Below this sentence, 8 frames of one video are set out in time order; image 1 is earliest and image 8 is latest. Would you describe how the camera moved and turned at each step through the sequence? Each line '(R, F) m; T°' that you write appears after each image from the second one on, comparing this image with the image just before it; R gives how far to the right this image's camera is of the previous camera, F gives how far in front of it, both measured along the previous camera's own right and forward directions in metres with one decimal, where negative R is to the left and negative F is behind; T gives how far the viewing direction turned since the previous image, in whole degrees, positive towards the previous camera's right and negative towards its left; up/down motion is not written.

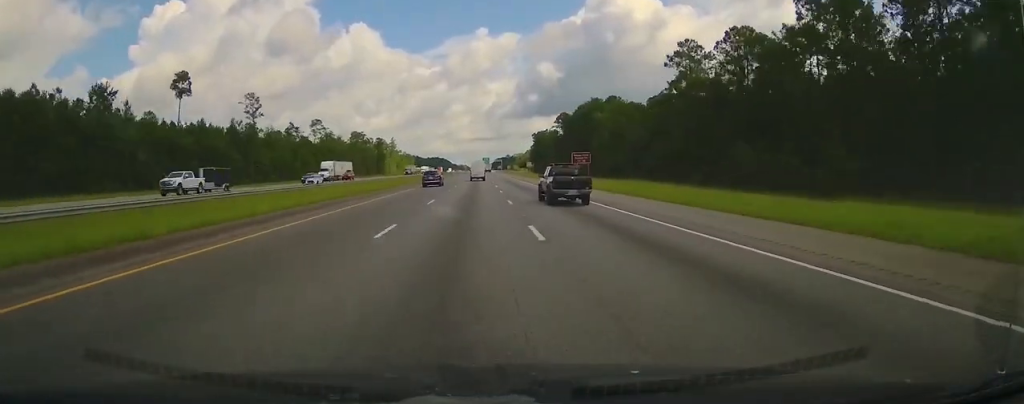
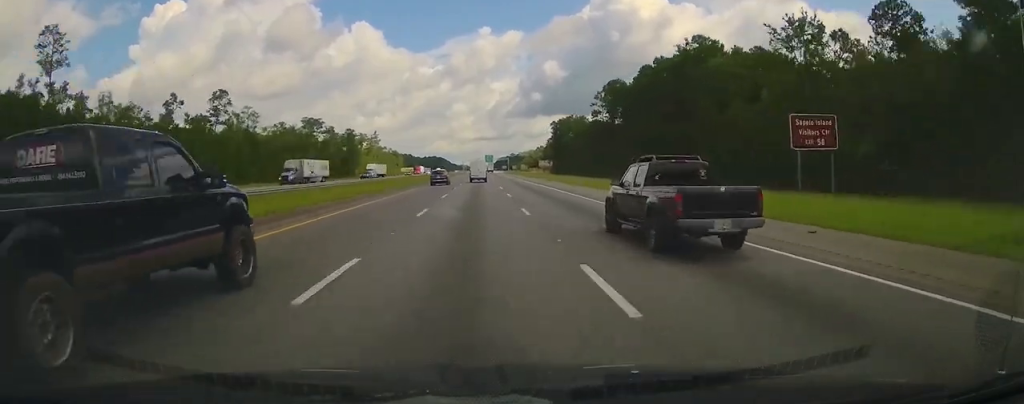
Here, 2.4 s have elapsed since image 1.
(+0.1, +81.7) m; 0°
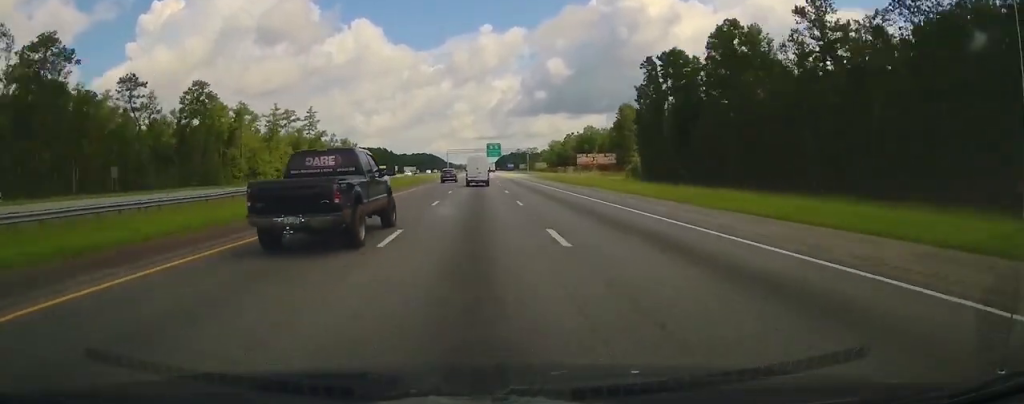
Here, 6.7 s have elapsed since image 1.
(-0.6, +145.2) m; 0°
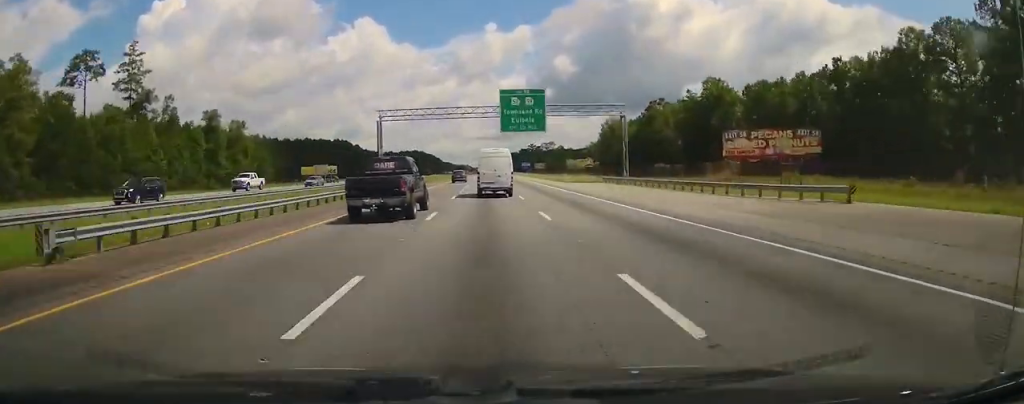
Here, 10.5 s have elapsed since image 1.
(-0.1, +131.3) m; 0°
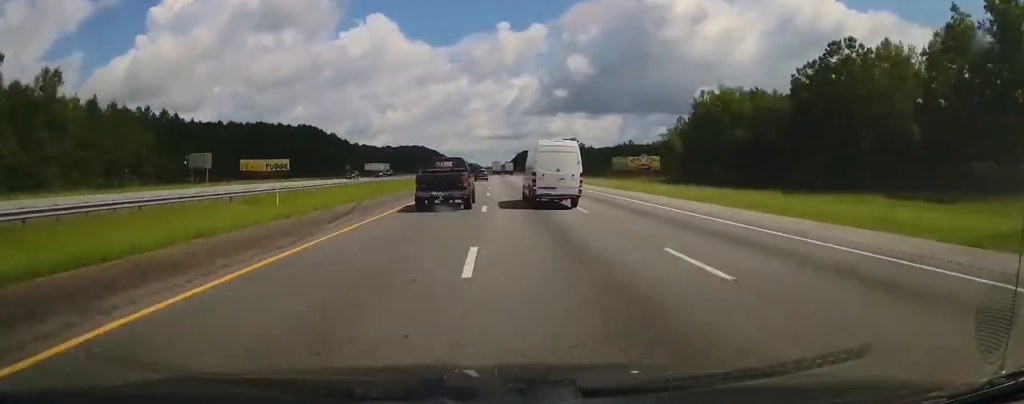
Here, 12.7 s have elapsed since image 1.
(-0.4, +72.5) m; 0°
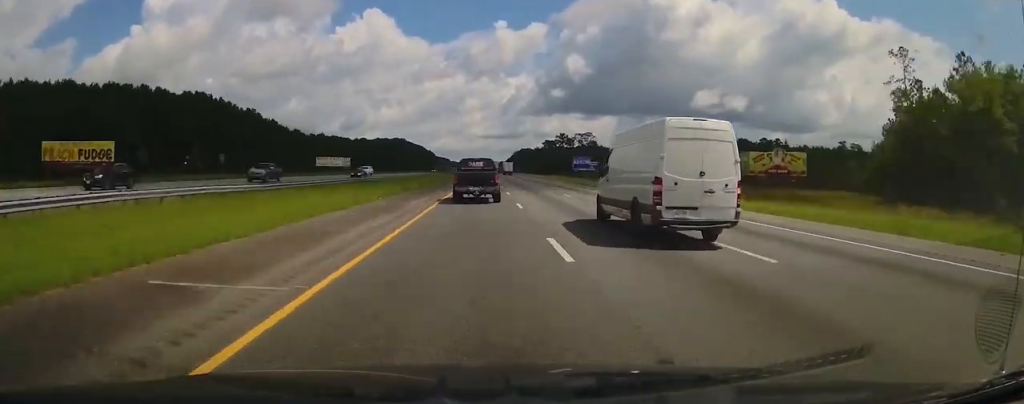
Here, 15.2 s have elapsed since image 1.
(-0.6, +86.2) m; 0°
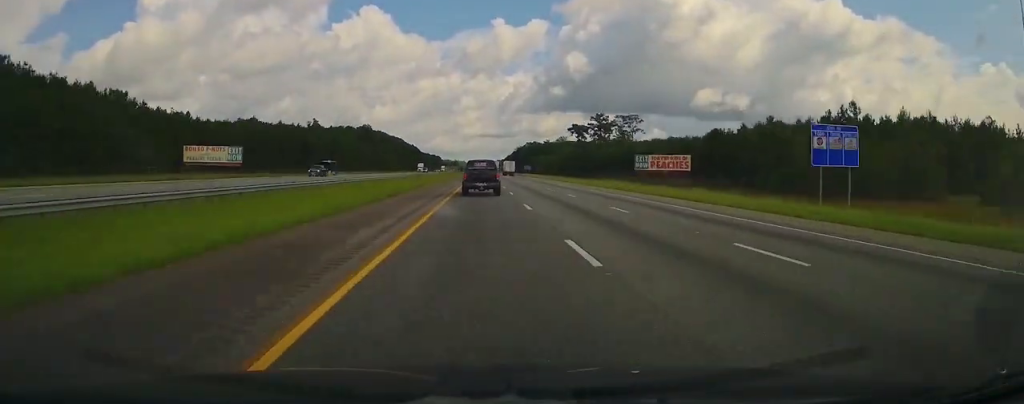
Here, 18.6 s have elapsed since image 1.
(+0.6, +113.7) m; +1°
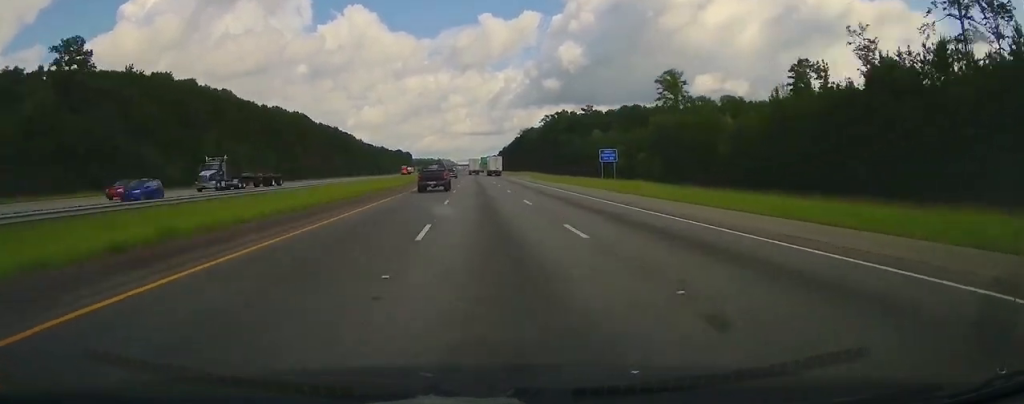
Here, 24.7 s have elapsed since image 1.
(+1.3, +210.3) m; 0°
